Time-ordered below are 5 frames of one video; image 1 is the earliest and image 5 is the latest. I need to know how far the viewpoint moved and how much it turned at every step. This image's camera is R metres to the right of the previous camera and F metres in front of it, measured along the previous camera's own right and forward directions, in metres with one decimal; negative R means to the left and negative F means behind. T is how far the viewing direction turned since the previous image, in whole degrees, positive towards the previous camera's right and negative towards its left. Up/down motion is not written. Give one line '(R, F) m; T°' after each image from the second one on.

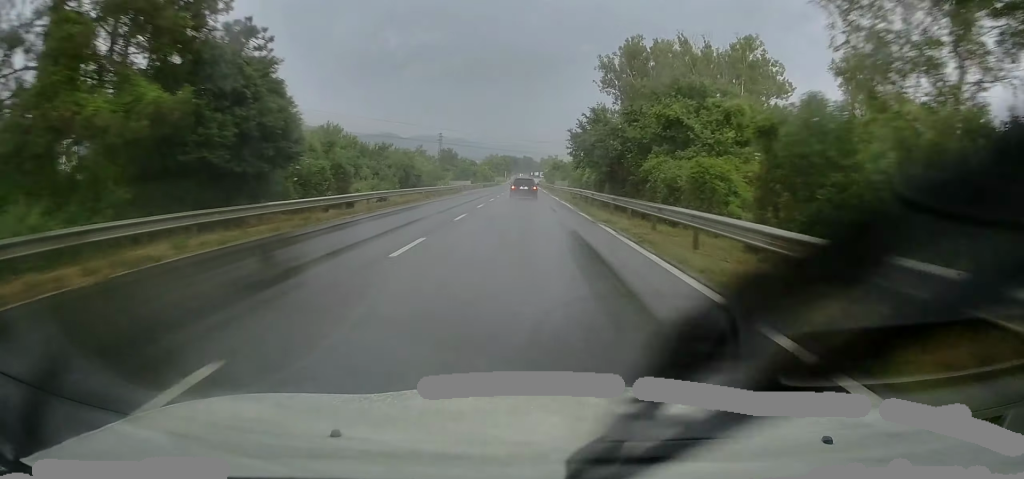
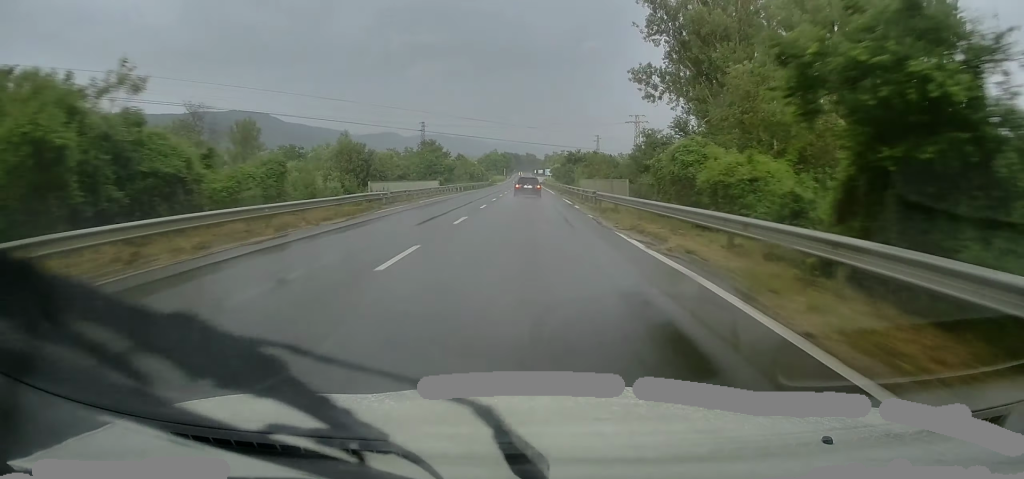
(+0.4, +36.8) m; +1°
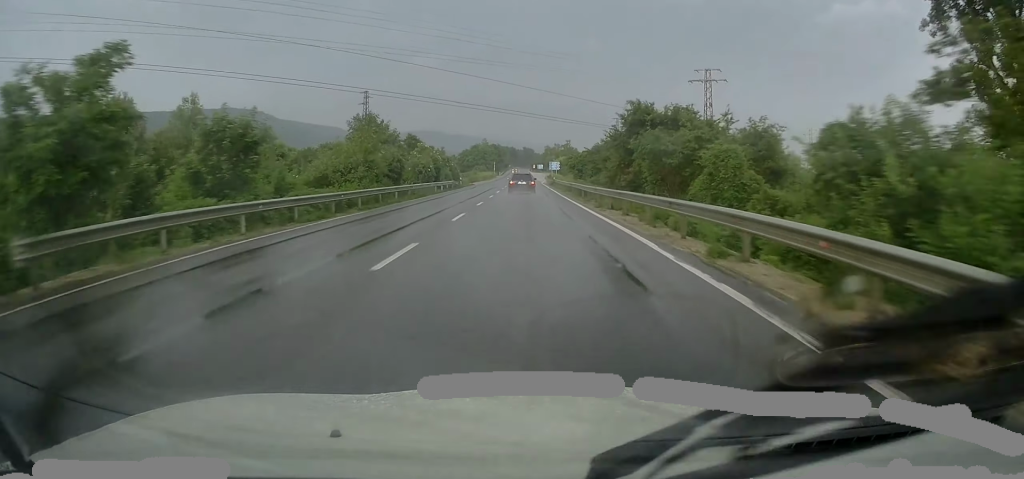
(-0.5, +53.5) m; -1°
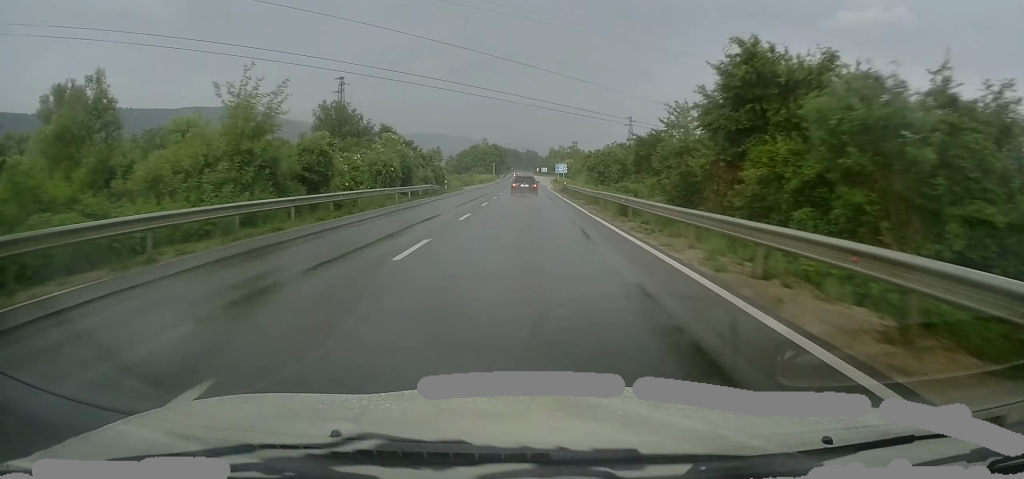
(+0.1, +16.5) m; +1°
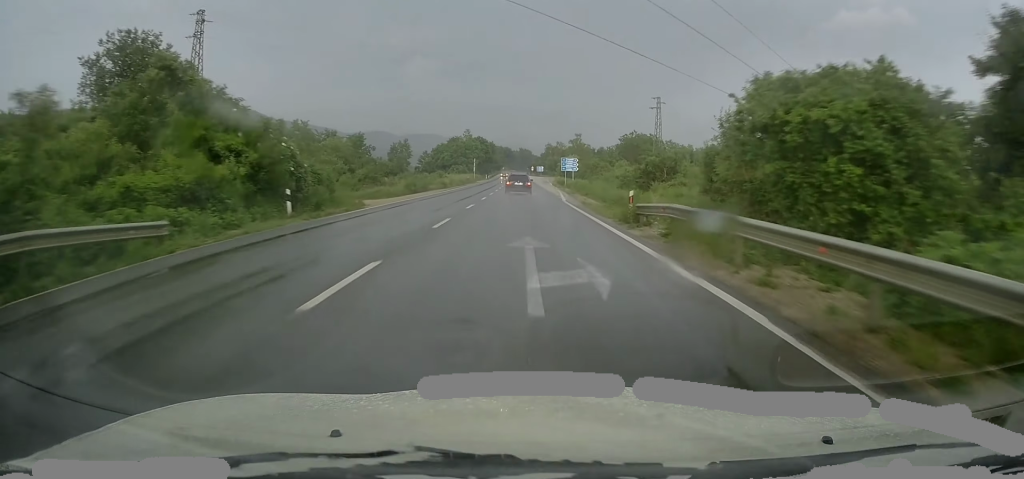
(+0.3, +39.6) m; -1°
